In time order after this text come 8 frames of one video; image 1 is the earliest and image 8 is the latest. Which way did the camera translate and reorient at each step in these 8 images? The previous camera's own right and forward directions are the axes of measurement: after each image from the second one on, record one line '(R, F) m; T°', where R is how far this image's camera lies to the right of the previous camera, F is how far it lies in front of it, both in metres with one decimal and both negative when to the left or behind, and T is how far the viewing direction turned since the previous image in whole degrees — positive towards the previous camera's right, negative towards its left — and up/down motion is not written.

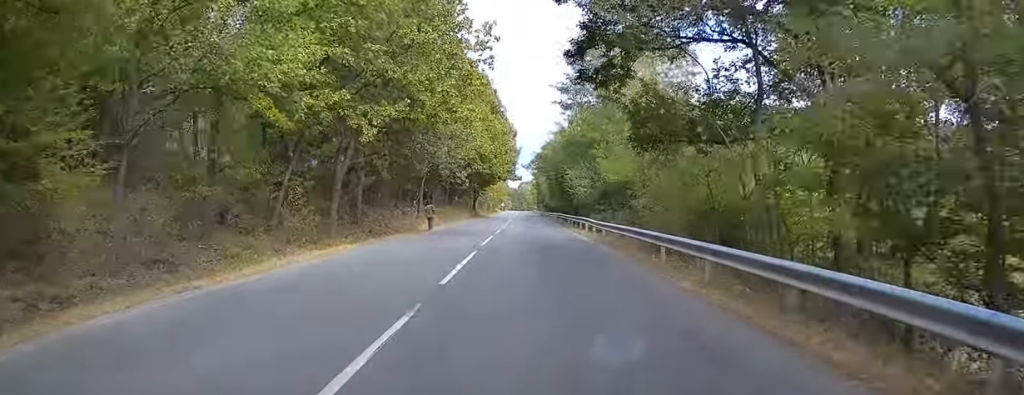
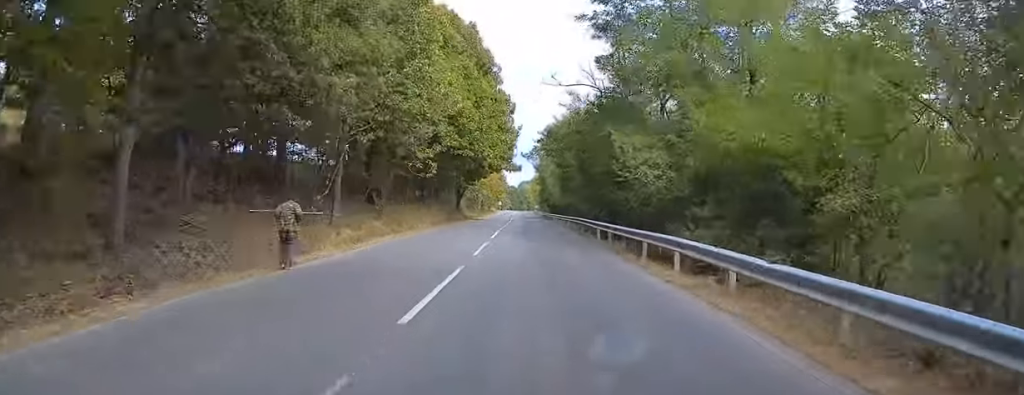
(0.0, +21.4) m; 0°
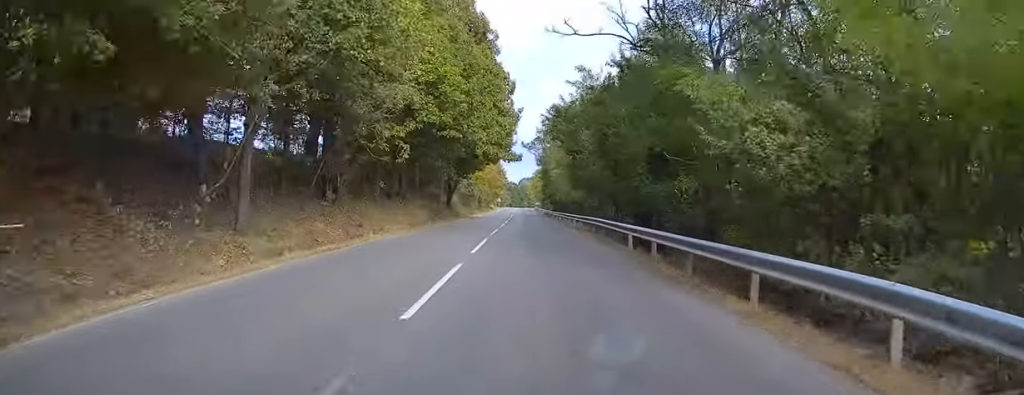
(+0.1, +9.0) m; -1°
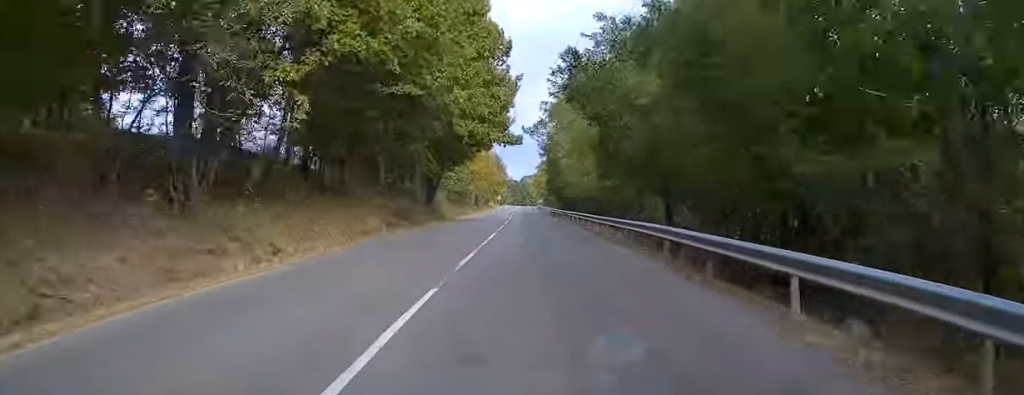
(-0.1, +13.1) m; 0°
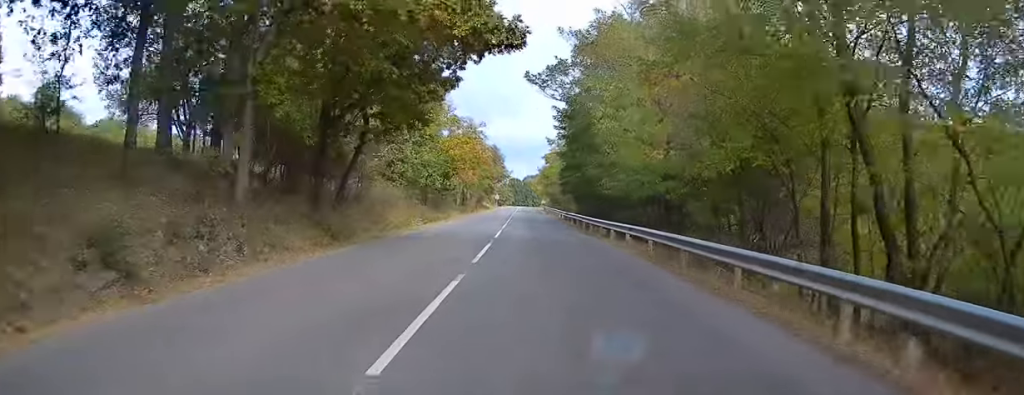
(0.0, +25.3) m; +1°
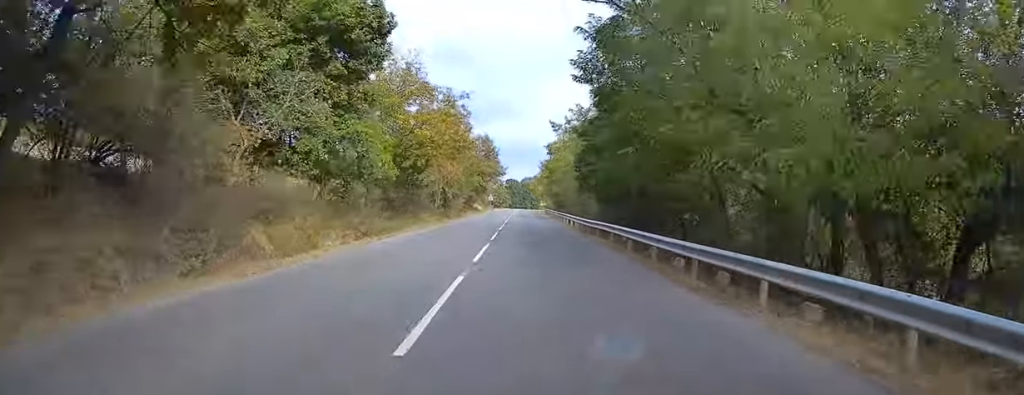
(+0.1, +17.6) m; 0°
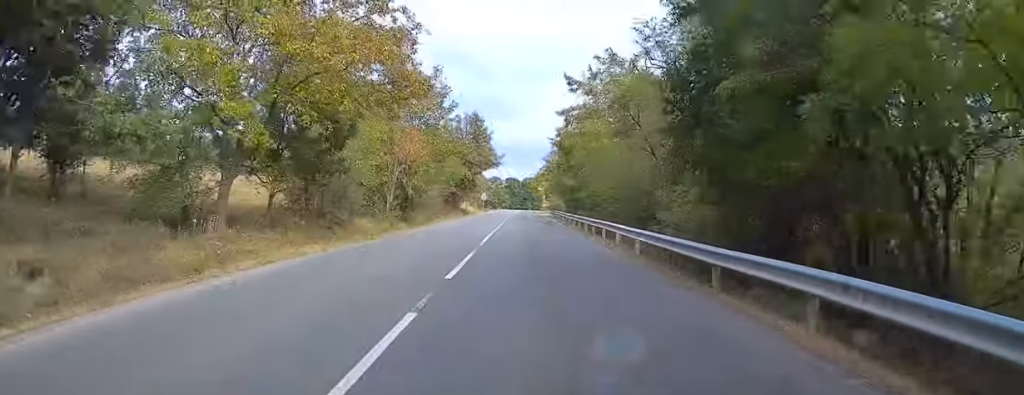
(0.0, +22.4) m; -1°
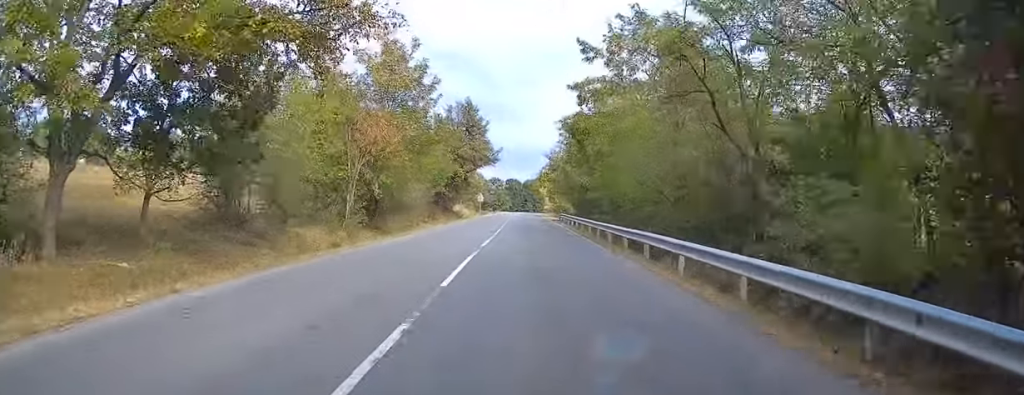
(+0.1, +9.5) m; 0°
